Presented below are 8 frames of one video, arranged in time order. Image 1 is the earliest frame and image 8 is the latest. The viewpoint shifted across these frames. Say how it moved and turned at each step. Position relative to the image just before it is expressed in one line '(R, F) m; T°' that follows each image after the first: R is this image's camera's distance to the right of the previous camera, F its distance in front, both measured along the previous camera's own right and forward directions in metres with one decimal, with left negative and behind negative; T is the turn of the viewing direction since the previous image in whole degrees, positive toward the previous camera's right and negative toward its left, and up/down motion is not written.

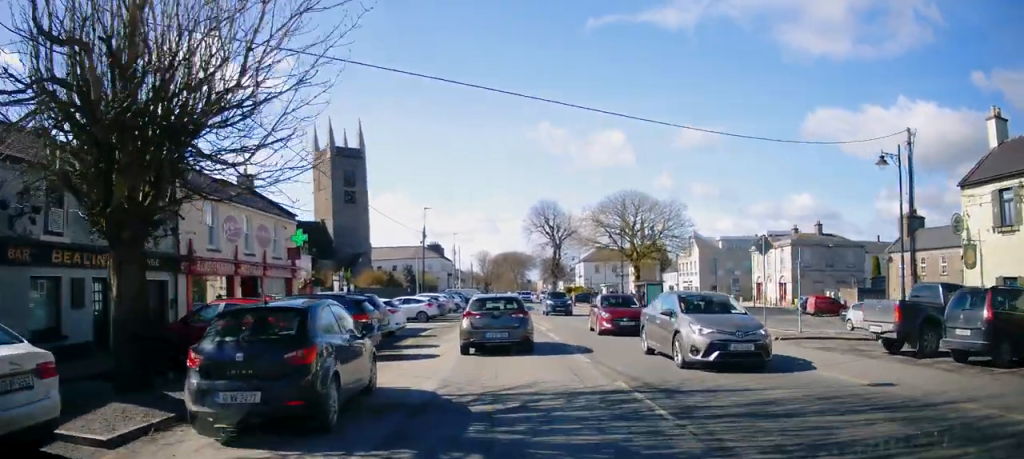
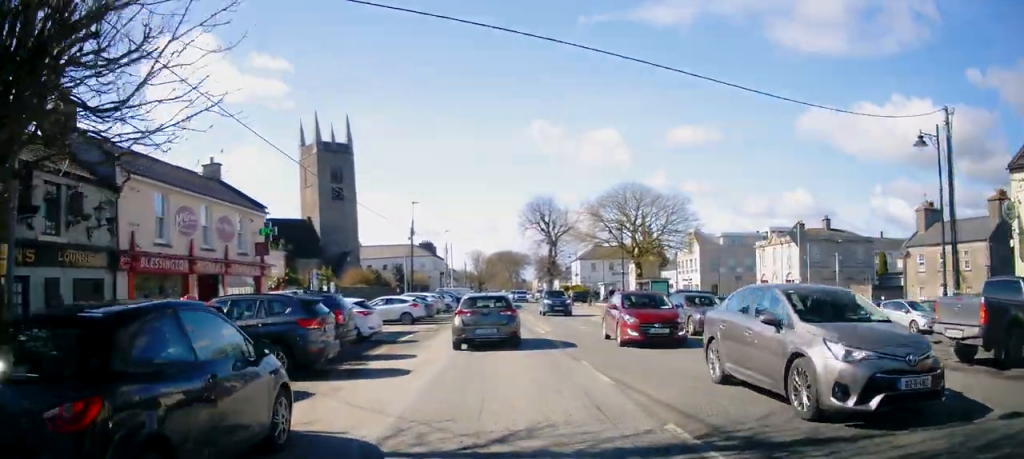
(+0.1, +3.5) m; +1°
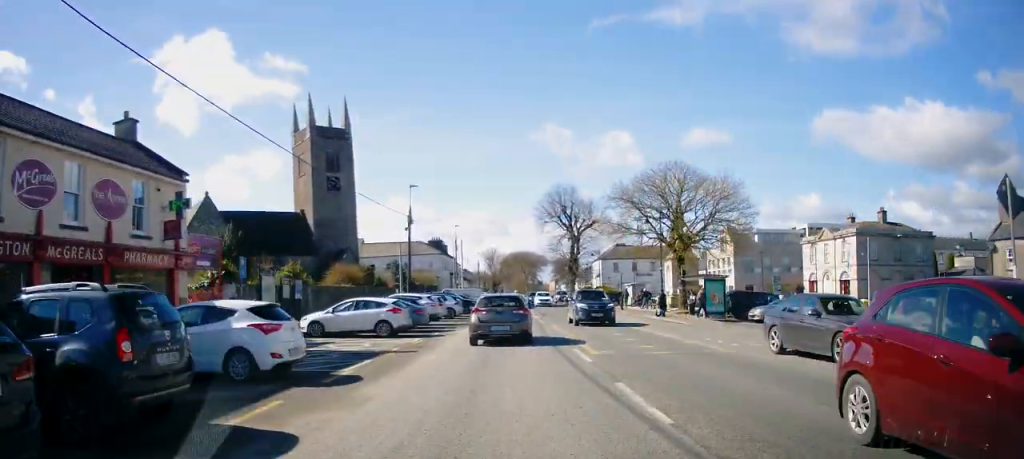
(-0.2, +9.1) m; -3°
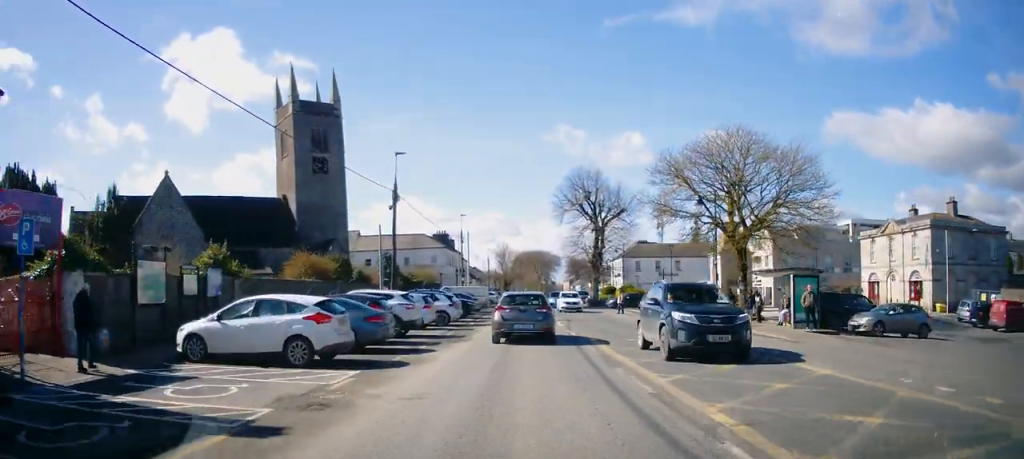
(-0.1, +9.9) m; +1°
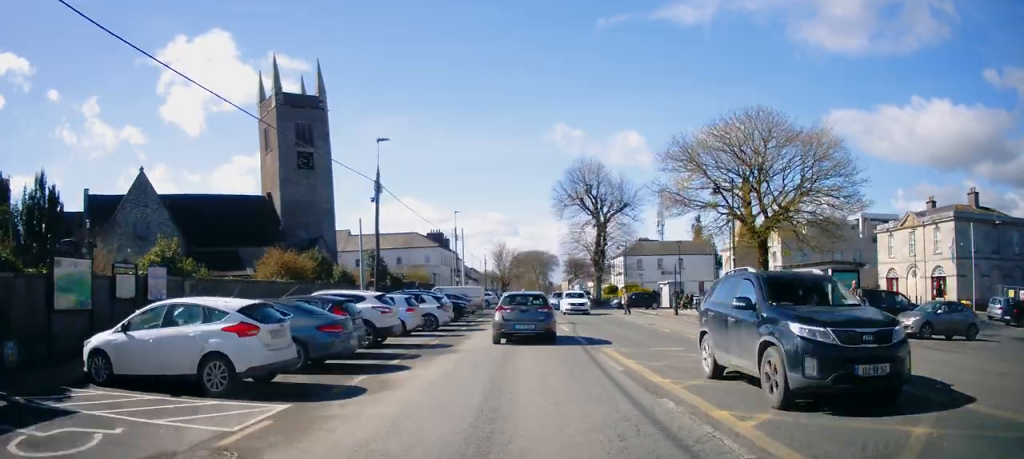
(0.0, +3.4) m; +1°
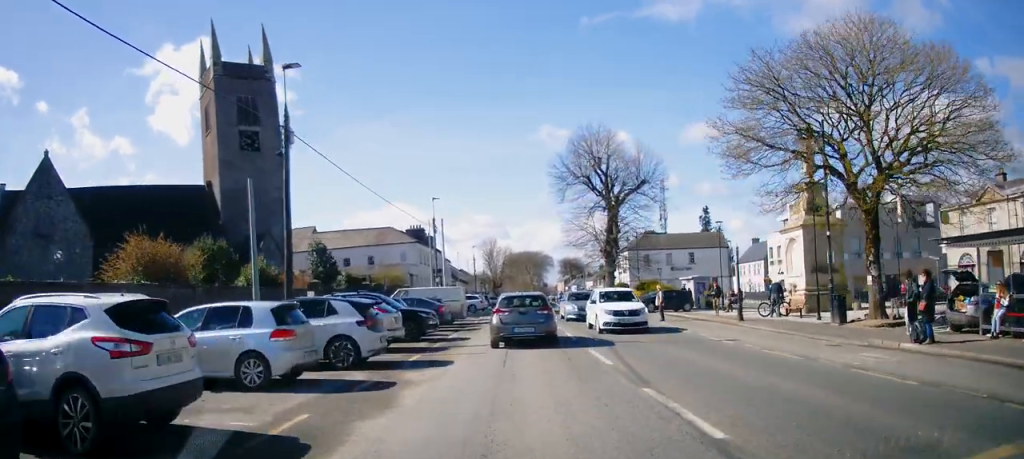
(0.0, +11.1) m; 0°
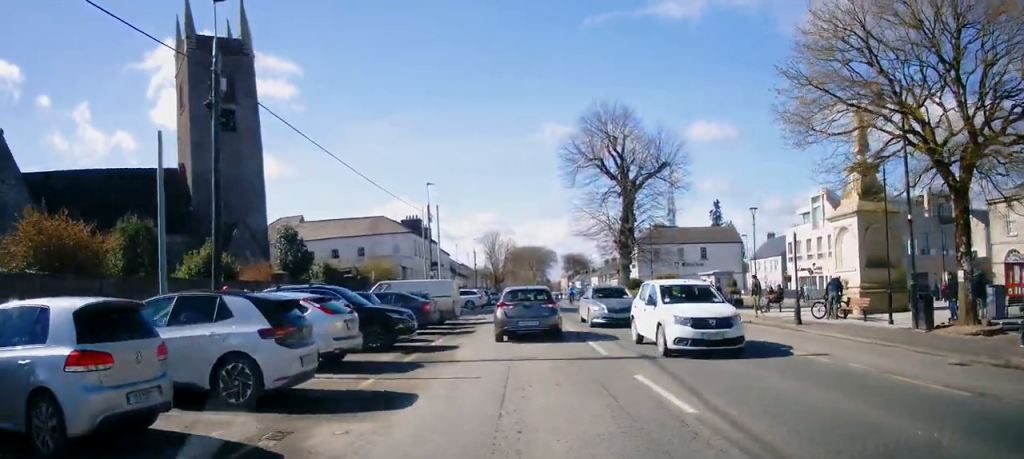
(0.0, +5.1) m; -1°
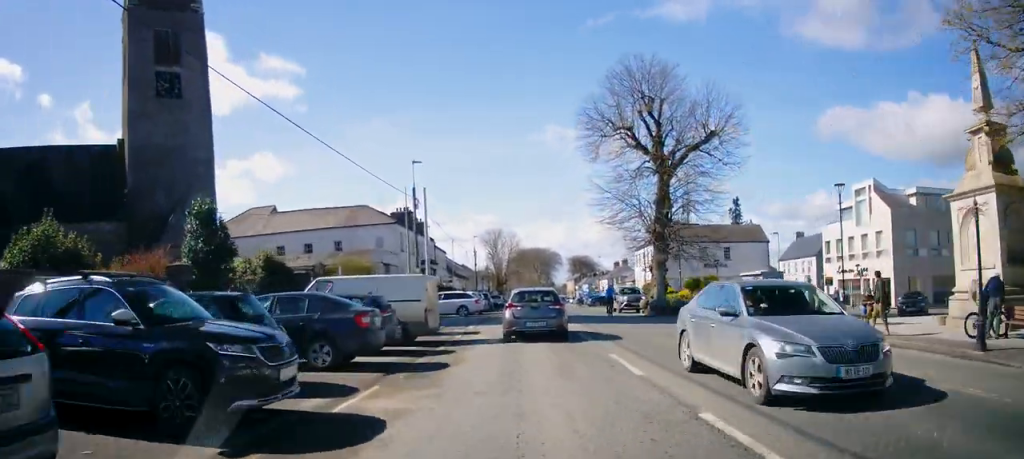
(-0.2, +9.0) m; -1°
